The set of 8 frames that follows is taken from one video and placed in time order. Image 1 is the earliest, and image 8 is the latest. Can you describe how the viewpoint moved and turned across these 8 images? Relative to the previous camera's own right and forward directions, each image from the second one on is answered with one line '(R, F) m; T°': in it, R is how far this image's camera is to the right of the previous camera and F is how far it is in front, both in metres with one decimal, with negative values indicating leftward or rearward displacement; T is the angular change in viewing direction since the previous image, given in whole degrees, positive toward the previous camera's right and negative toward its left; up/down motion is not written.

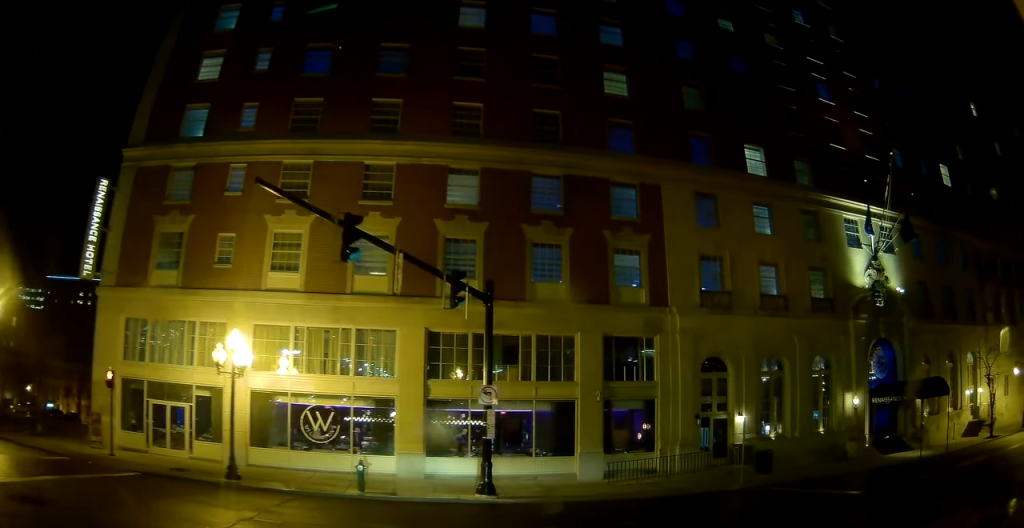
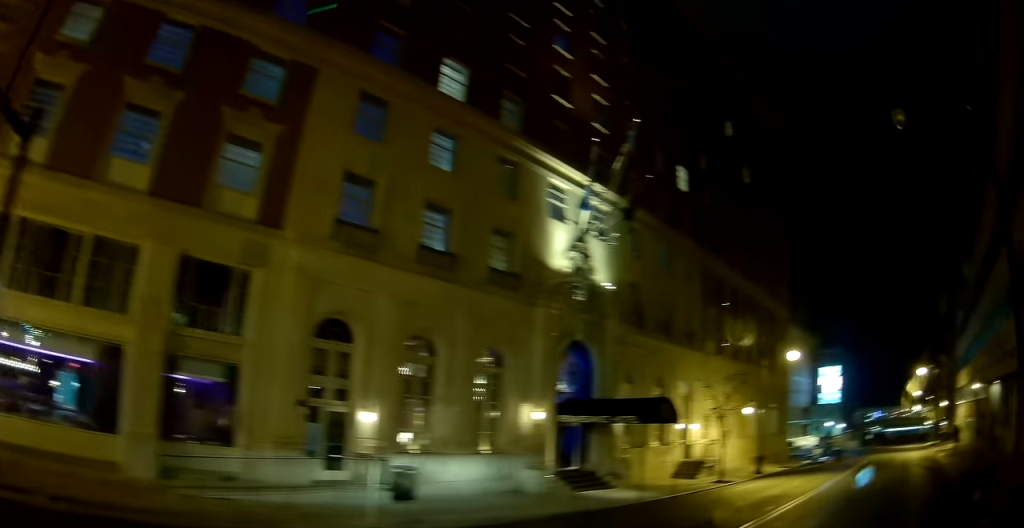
(+3.3, +6.2) m; +43°
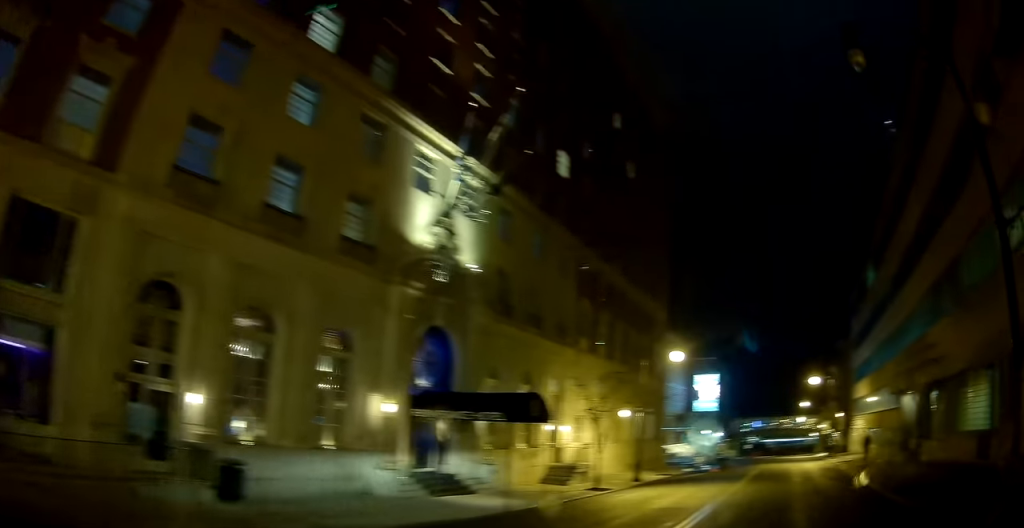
(0.0, +2.5) m; +5°
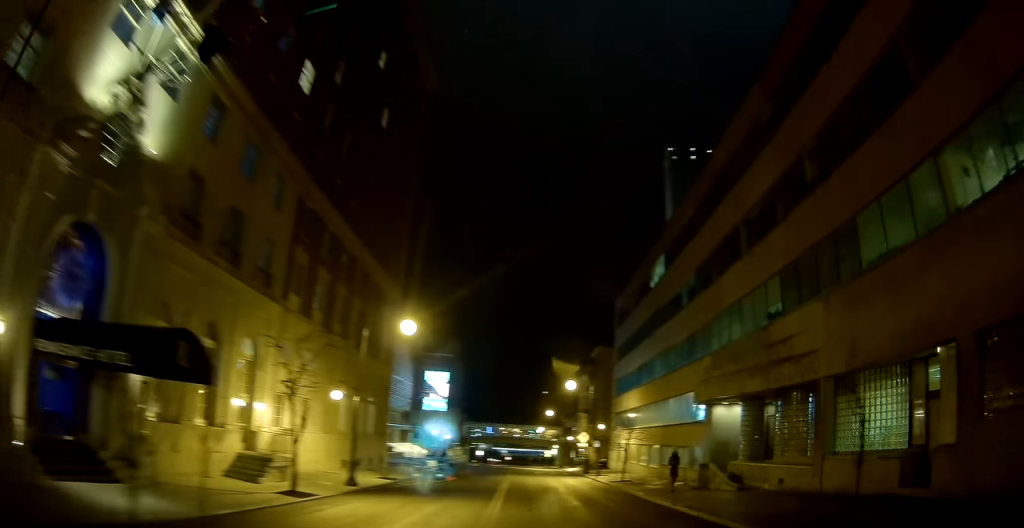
(+0.8, +8.7) m; +8°
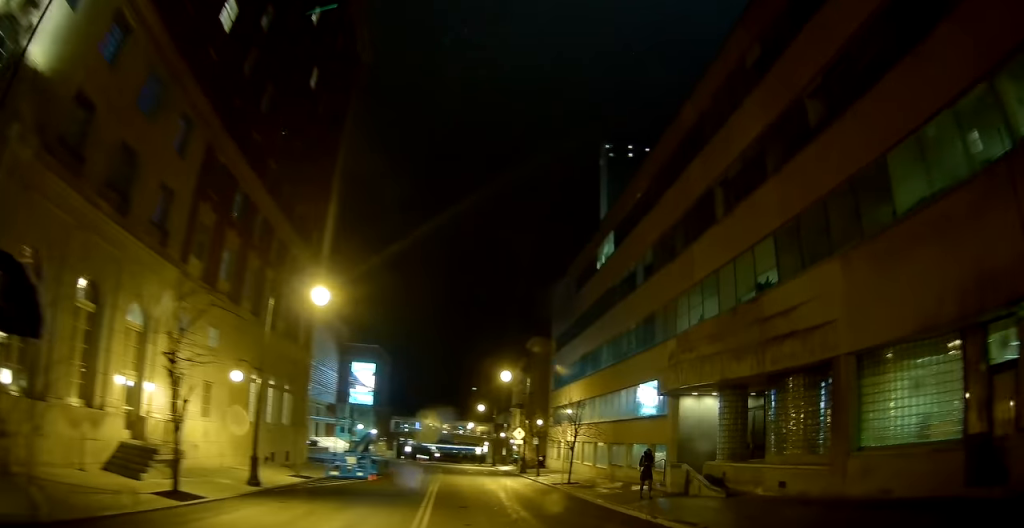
(+0.1, +4.8) m; +3°
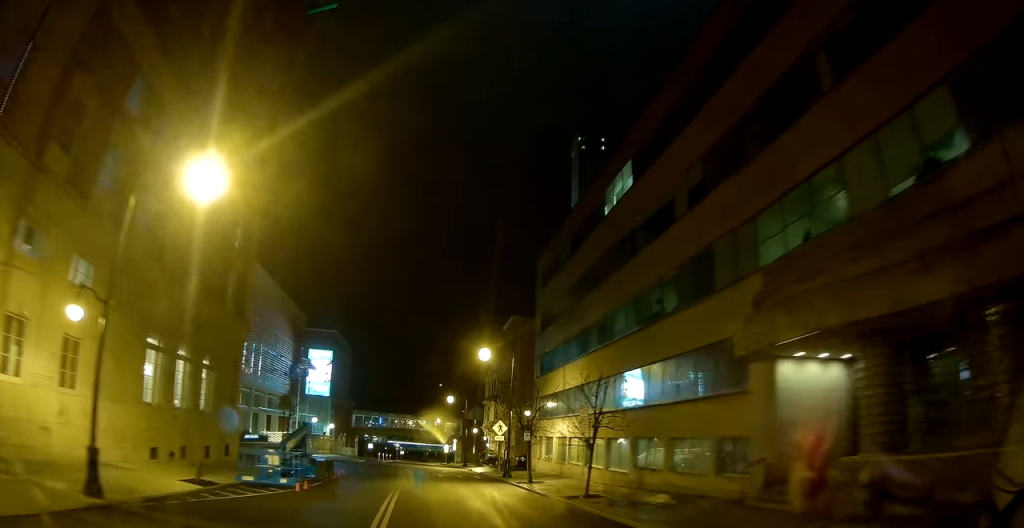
(+0.5, +10.0) m; +1°
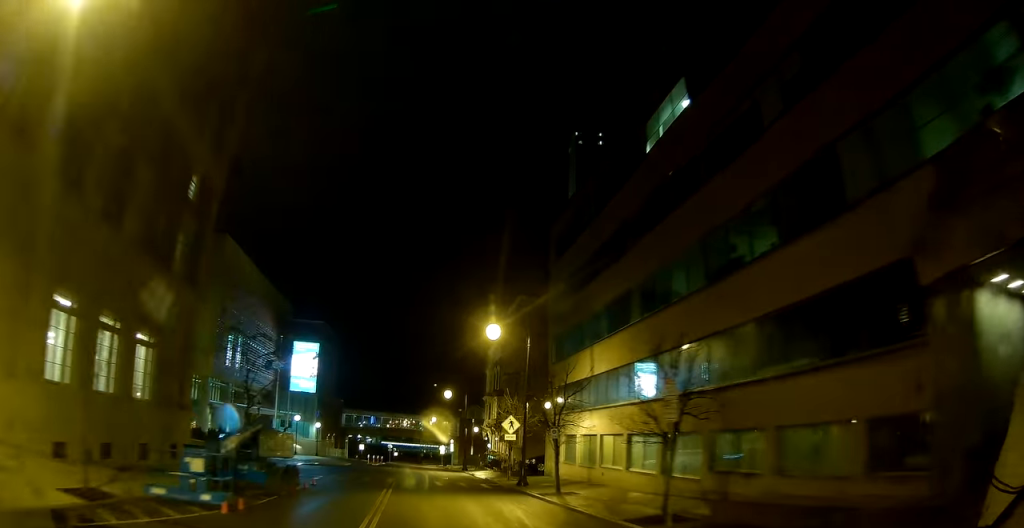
(-0.3, +7.6) m; +2°
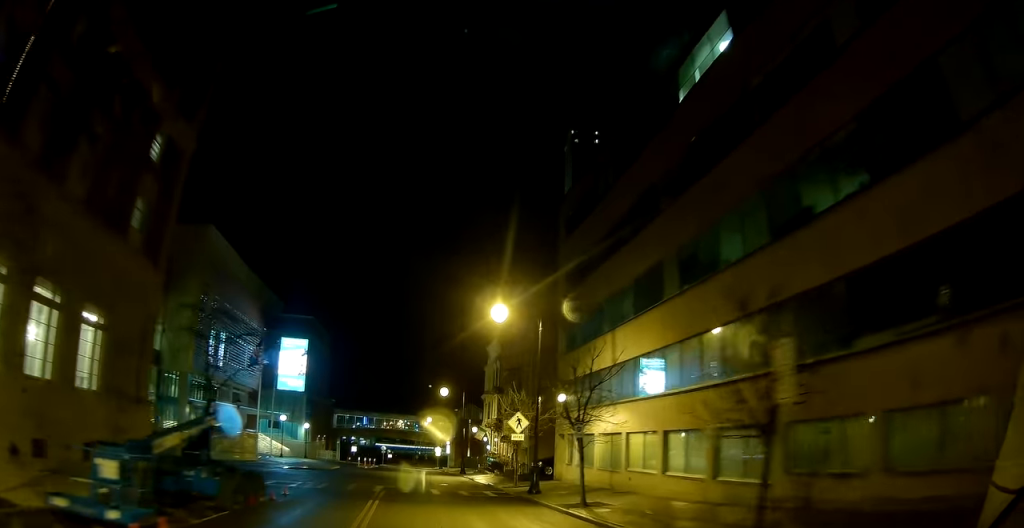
(-0.2, +4.4) m; +1°
